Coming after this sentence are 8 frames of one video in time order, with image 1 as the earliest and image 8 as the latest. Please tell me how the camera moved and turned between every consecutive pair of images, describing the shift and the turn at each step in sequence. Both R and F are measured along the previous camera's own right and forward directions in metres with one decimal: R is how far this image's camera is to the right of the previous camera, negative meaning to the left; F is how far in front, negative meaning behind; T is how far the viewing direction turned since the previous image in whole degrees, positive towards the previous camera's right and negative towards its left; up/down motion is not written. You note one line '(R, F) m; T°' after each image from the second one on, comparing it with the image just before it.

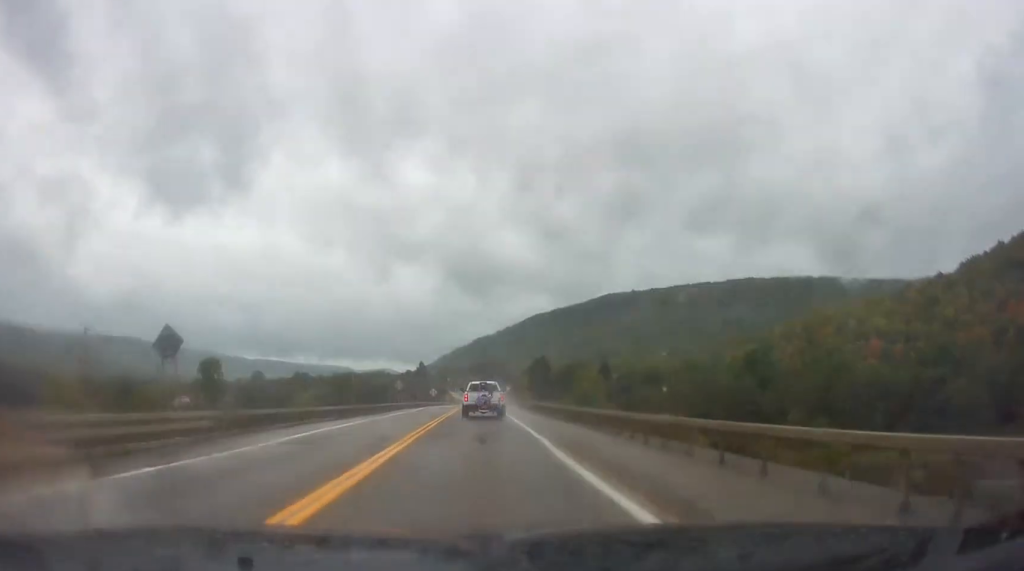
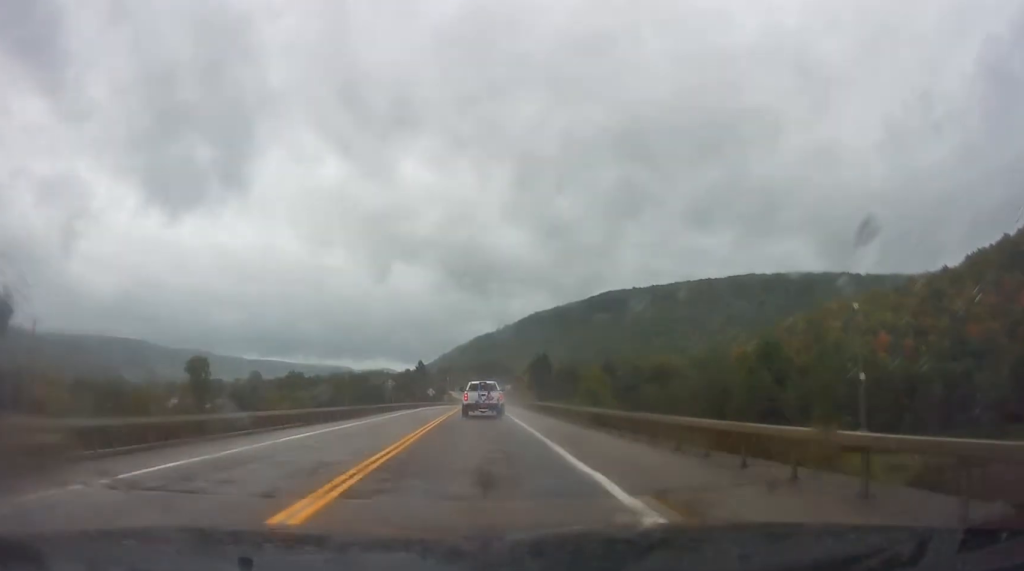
(+0.3, +8.6) m; +1°
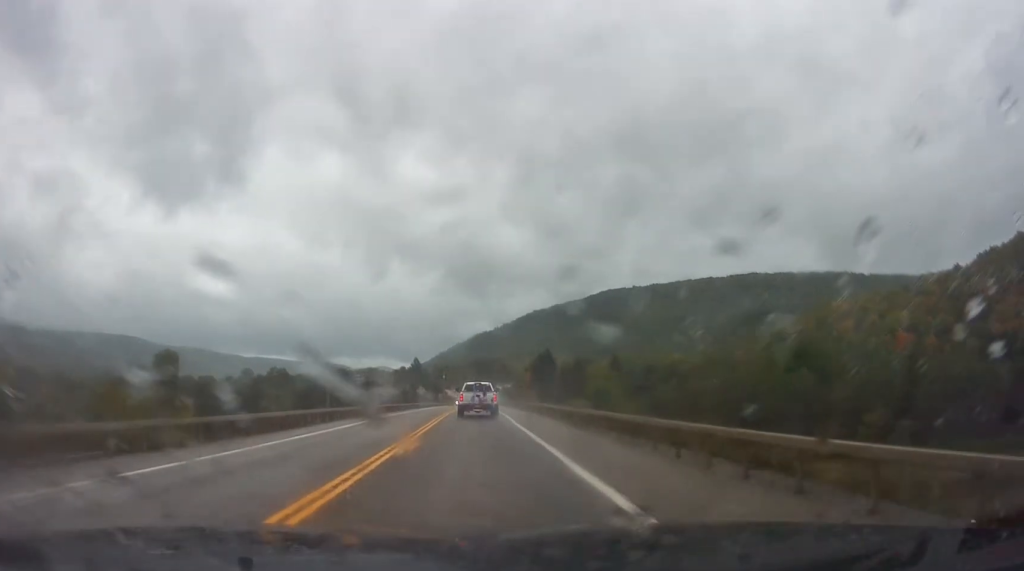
(-0.2, +16.9) m; 0°
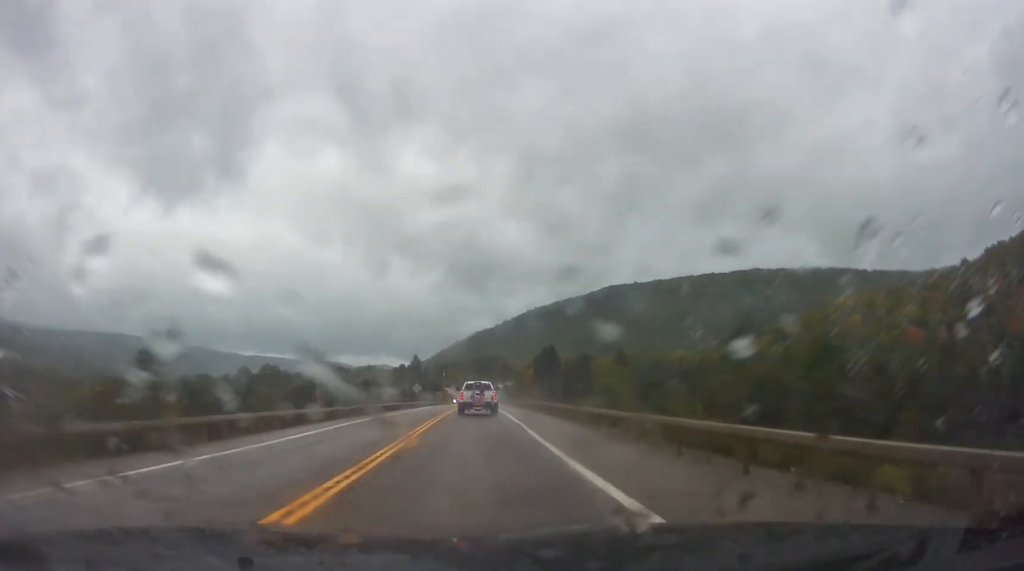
(0.0, +9.1) m; 0°
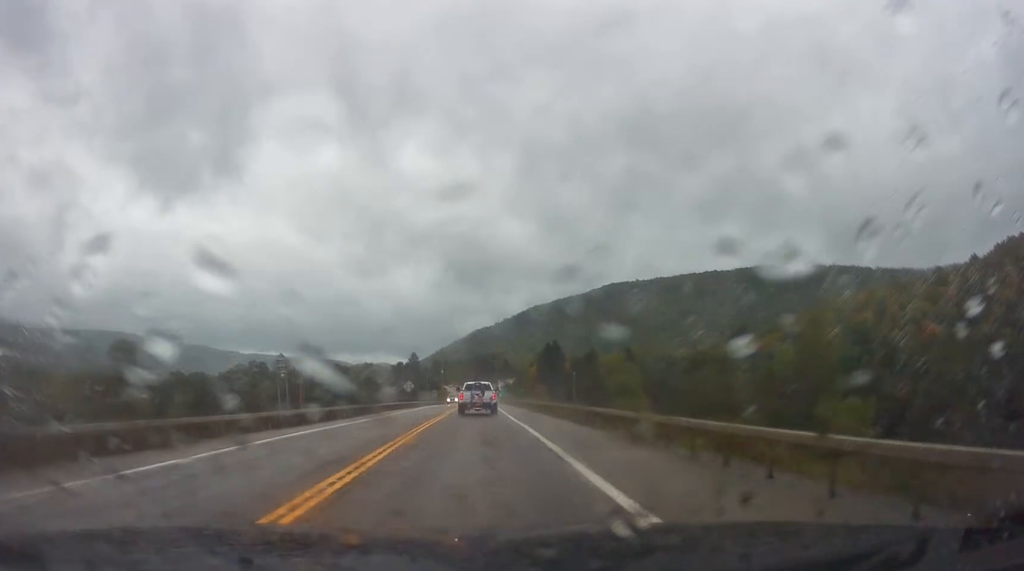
(+0.2, +11.8) m; 0°
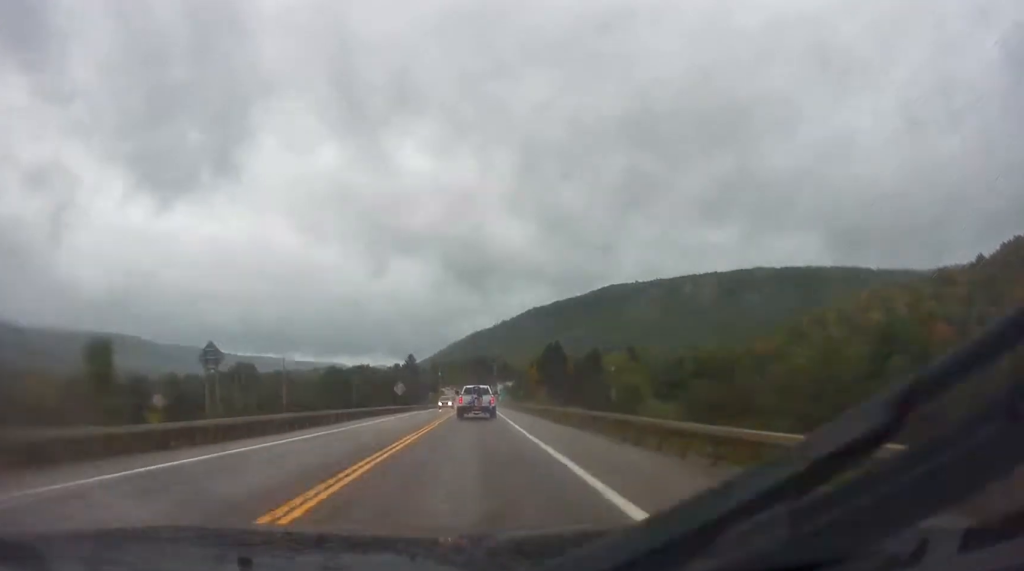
(0.0, +8.6) m; 0°
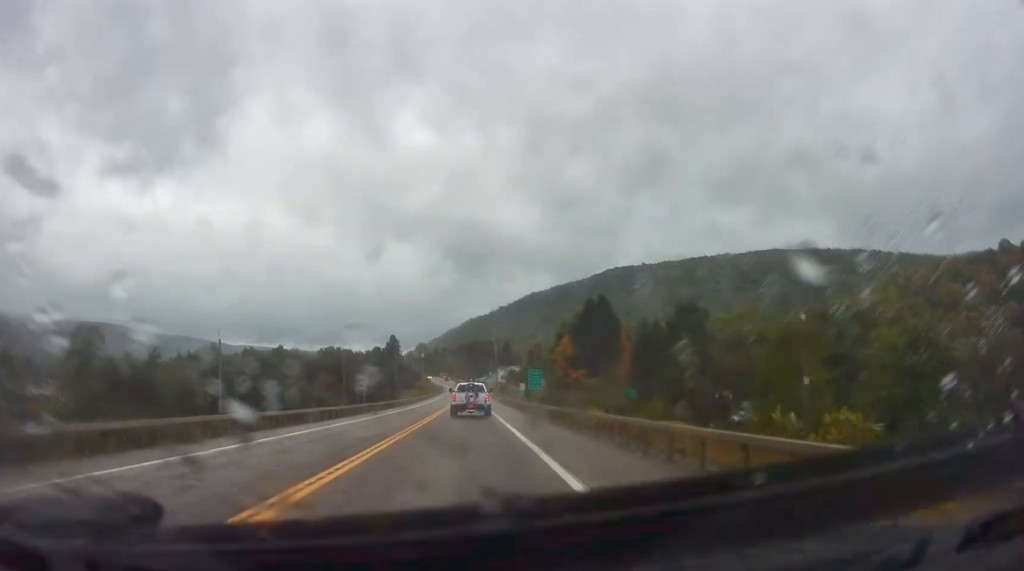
(-1.7, +74.1) m; -2°
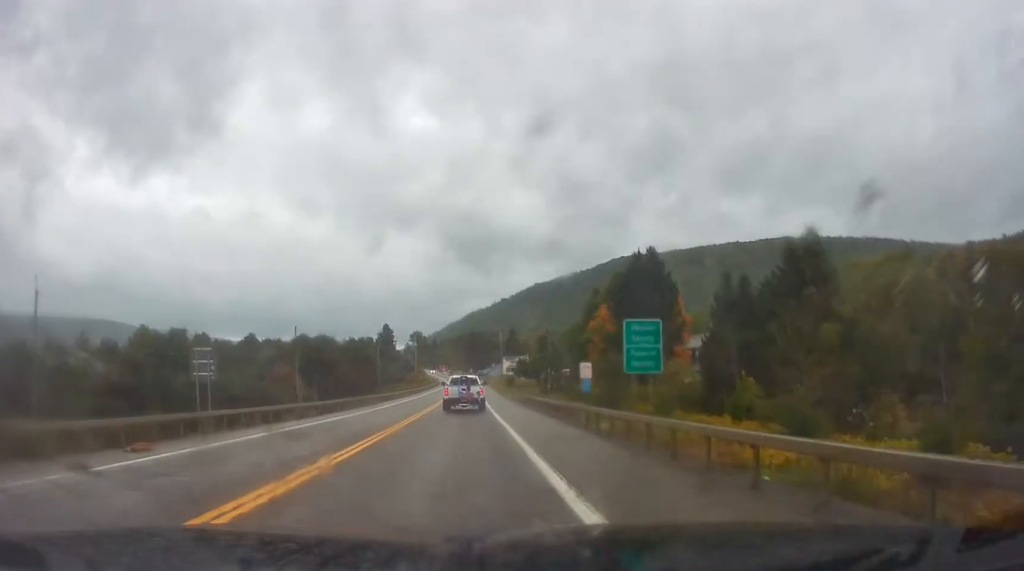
(-0.1, +33.2) m; +1°
